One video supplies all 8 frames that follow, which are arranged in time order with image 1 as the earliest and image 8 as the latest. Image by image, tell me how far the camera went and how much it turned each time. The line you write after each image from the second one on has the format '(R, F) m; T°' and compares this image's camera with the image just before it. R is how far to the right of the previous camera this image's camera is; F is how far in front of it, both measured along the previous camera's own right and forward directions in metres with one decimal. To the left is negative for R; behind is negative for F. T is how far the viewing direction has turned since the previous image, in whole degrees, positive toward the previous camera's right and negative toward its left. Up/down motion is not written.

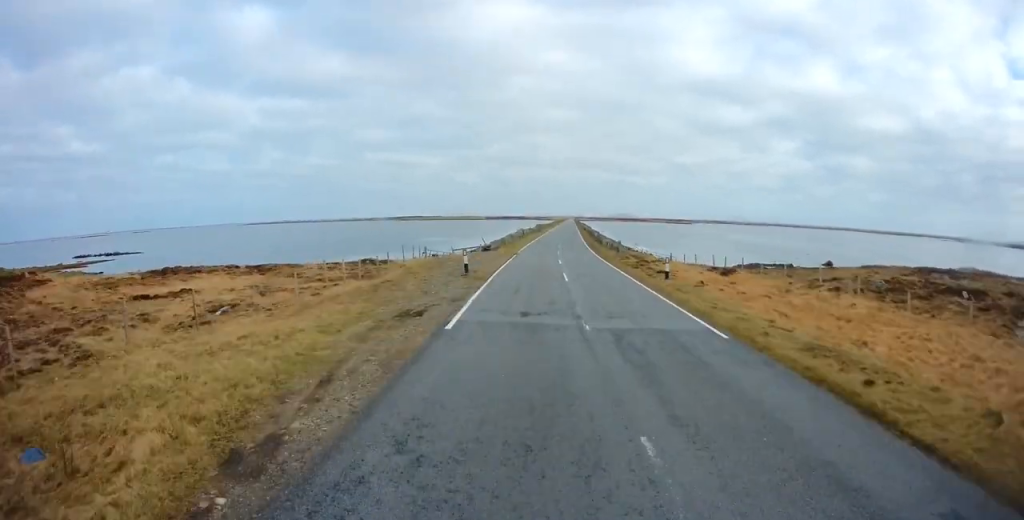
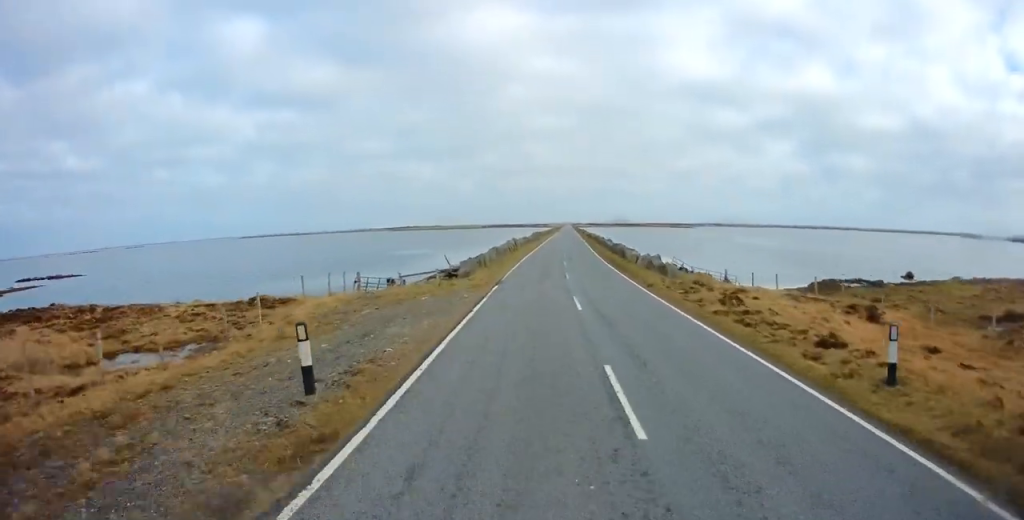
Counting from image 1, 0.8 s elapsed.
(+0.2, +15.4) m; 0°
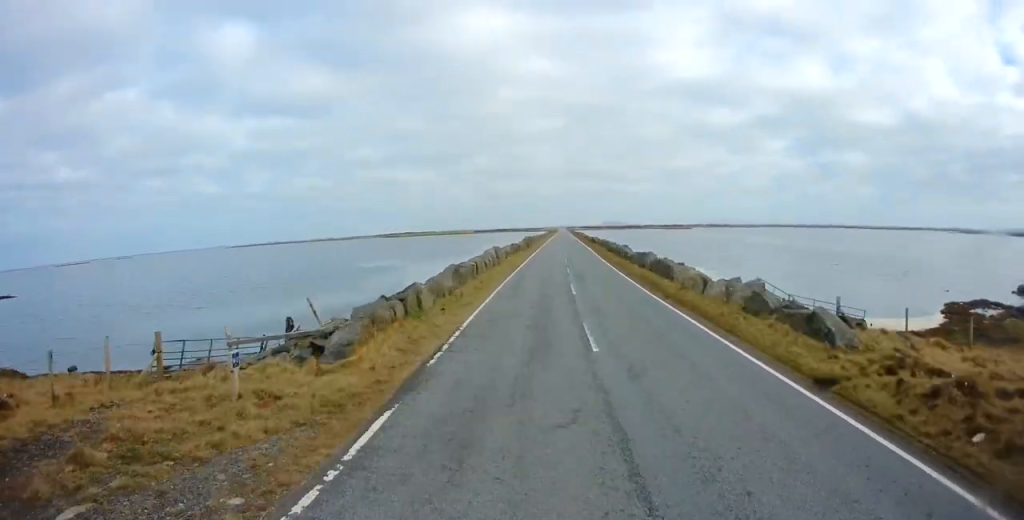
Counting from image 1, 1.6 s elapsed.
(-0.2, +14.7) m; 0°
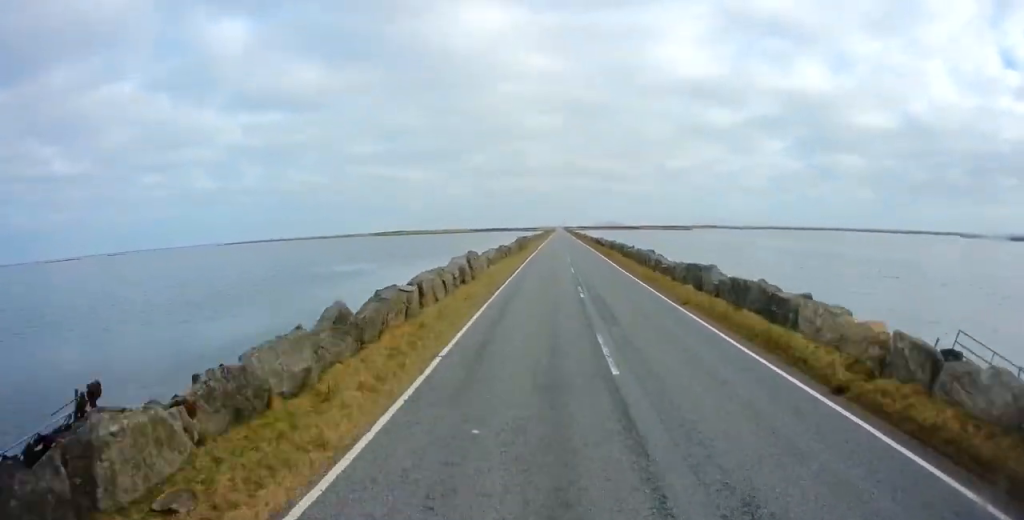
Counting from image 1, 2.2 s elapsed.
(+0.2, +11.6) m; +1°
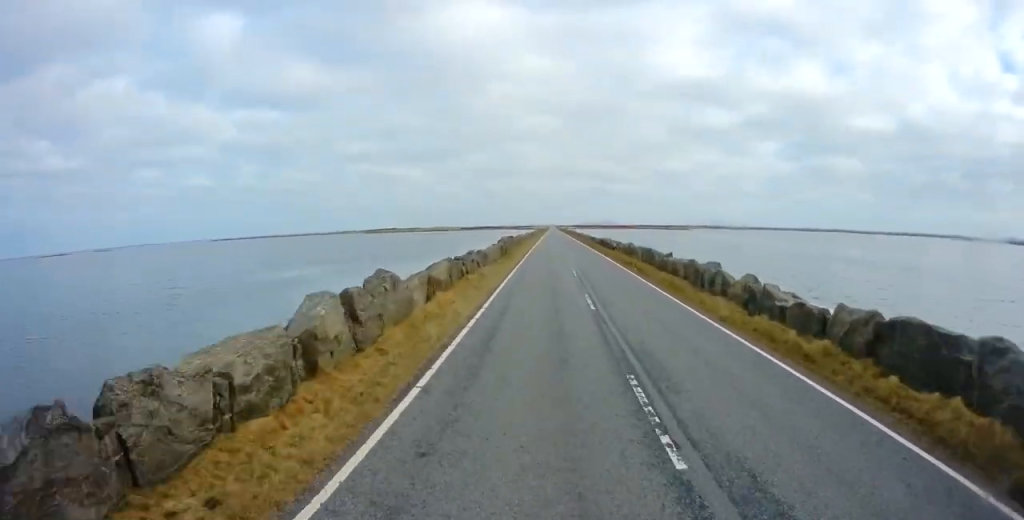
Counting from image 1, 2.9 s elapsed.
(+0.1, +13.9) m; 0°
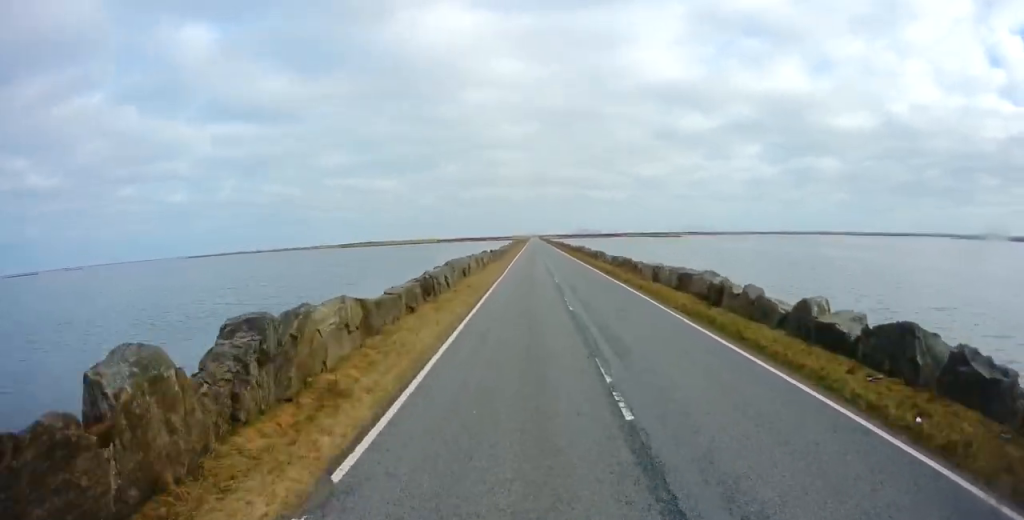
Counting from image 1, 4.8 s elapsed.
(+0.5, +37.9) m; +2°
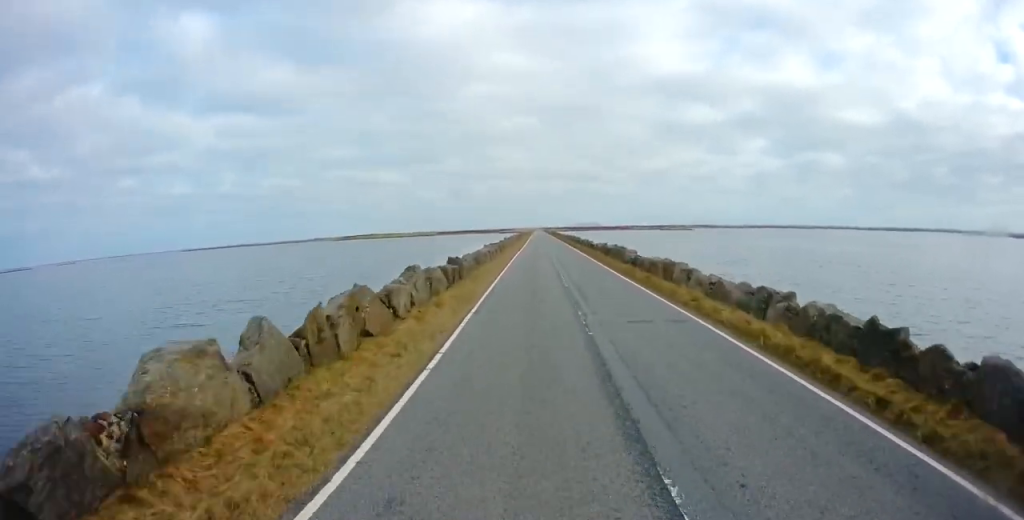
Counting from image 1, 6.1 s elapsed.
(+0.1, +24.6) m; 0°
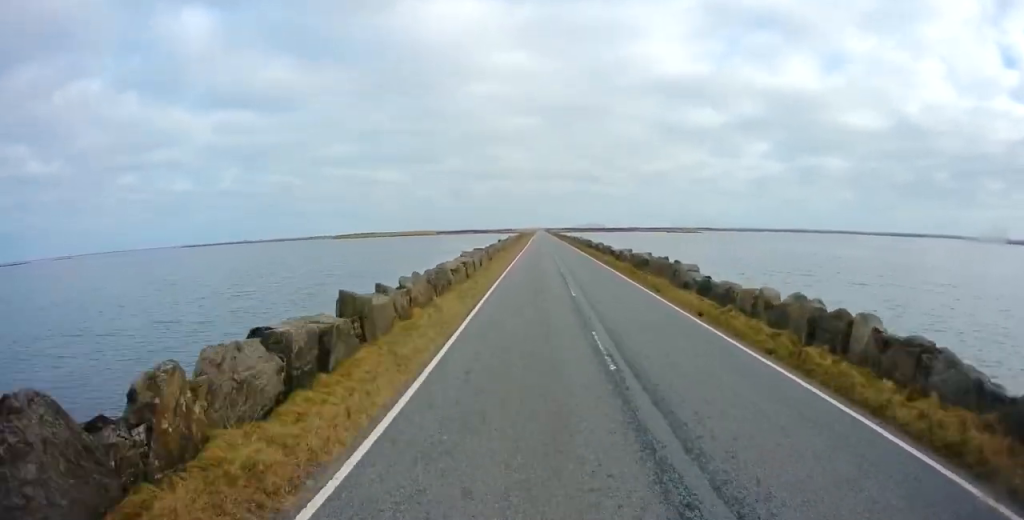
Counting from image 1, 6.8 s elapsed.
(0.0, +12.3) m; 0°
